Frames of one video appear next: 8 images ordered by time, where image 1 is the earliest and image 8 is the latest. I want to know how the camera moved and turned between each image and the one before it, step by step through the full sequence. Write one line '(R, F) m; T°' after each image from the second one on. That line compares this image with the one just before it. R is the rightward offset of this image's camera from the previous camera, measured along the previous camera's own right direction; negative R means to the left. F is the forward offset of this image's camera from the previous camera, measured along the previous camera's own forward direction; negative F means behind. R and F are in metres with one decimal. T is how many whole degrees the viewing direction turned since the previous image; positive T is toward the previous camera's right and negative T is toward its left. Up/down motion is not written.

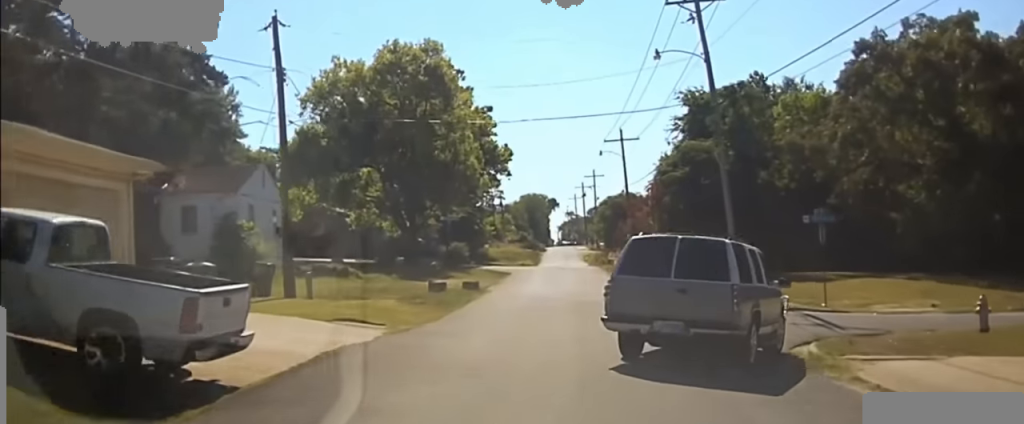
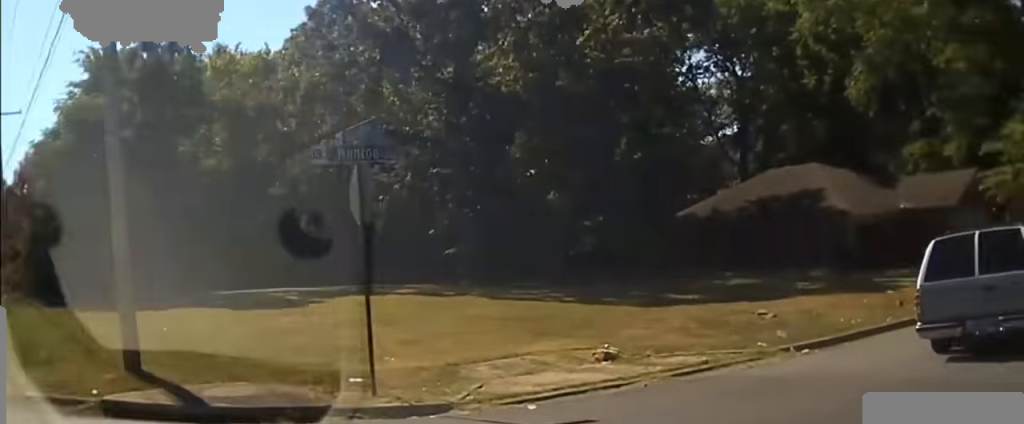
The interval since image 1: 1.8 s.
(+1.8, +25.6) m; +24°
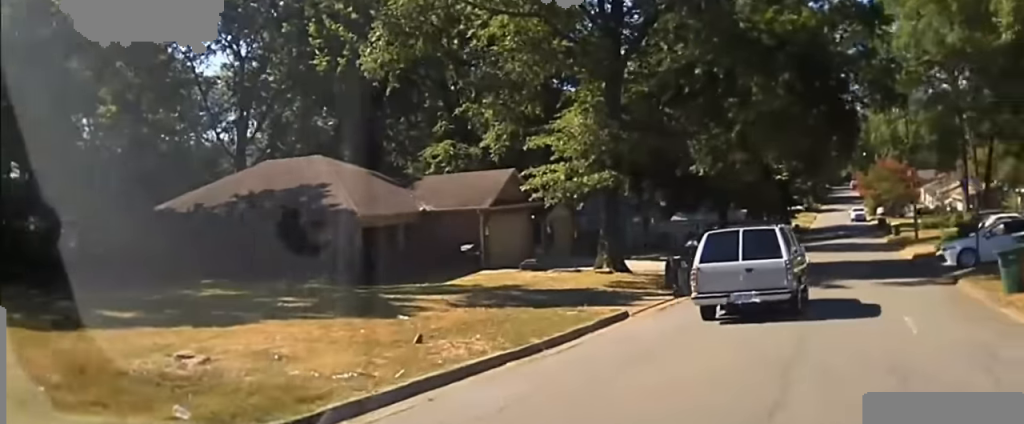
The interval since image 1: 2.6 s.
(+1.8, +9.2) m; +31°
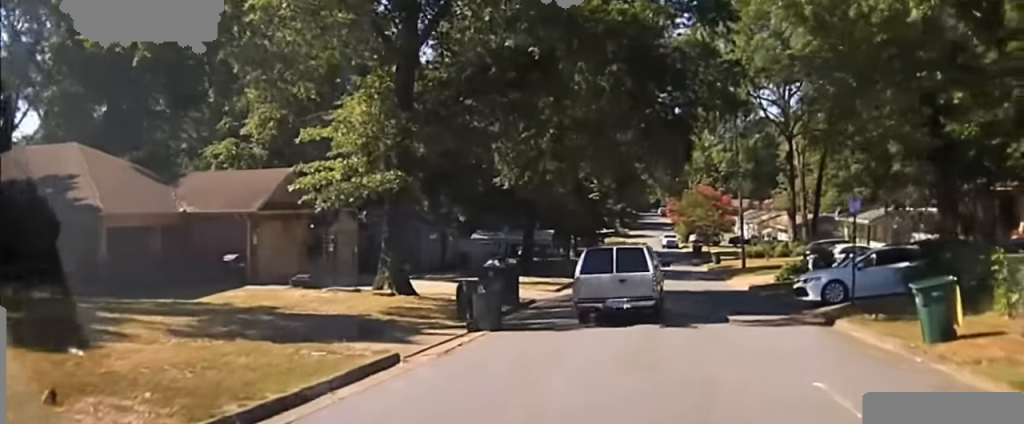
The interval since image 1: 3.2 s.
(+2.1, +6.3) m; +21°
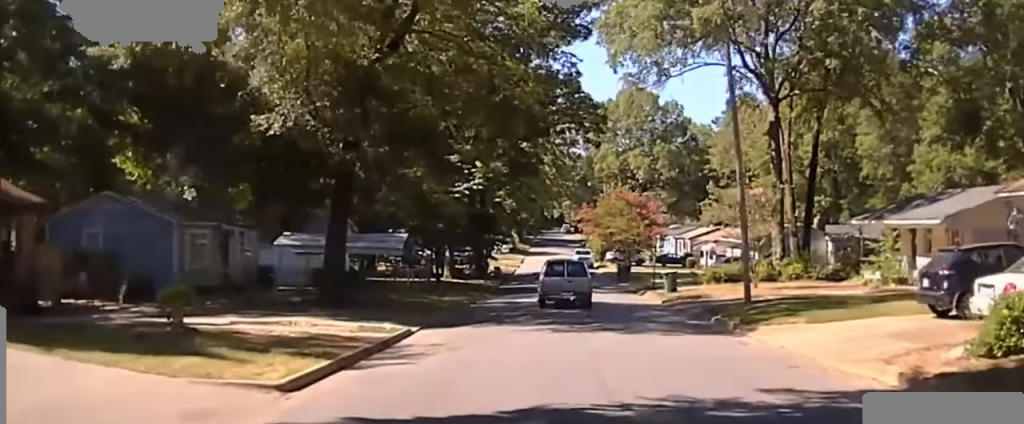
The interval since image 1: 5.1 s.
(+4.8, +23.8) m; +13°
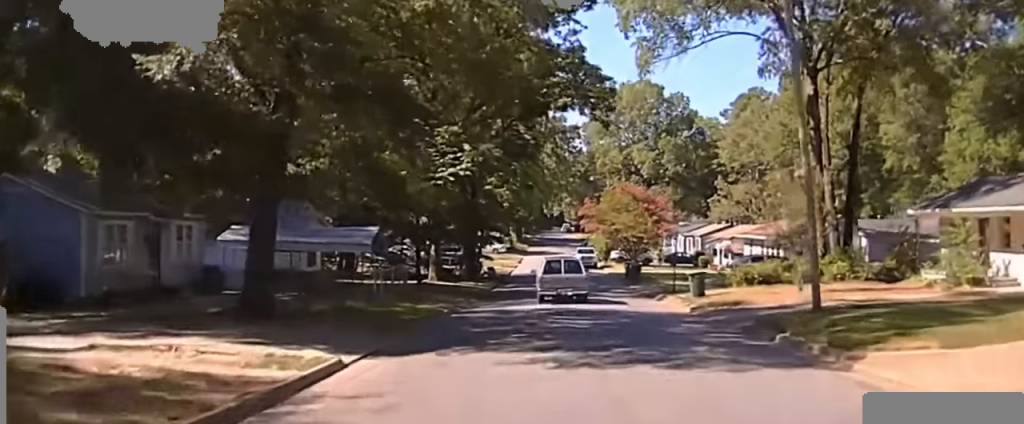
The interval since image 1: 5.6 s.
(0.0, +6.2) m; 0°
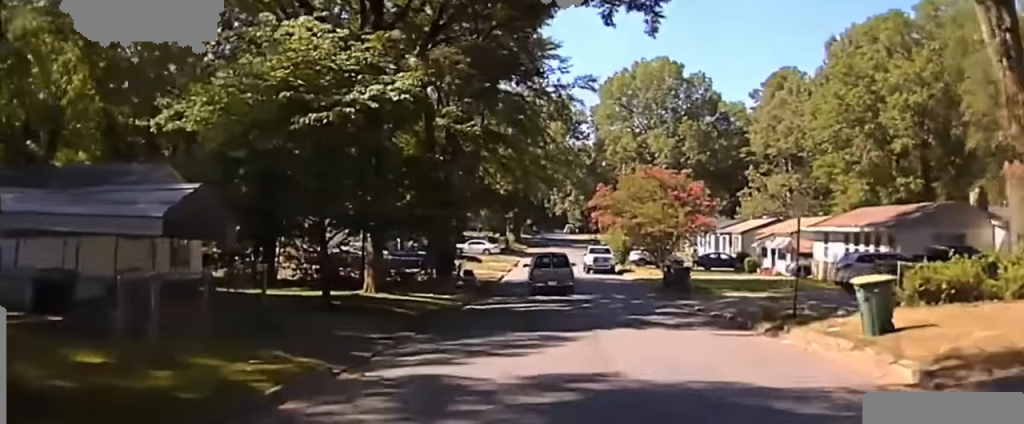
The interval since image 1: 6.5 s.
(-0.1, +15.9) m; -1°
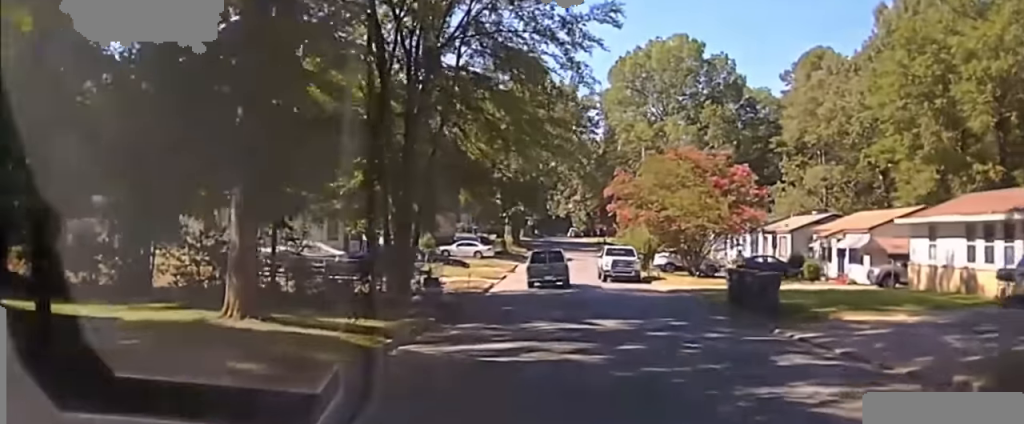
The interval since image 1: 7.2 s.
(-0.4, +14.8) m; 0°
